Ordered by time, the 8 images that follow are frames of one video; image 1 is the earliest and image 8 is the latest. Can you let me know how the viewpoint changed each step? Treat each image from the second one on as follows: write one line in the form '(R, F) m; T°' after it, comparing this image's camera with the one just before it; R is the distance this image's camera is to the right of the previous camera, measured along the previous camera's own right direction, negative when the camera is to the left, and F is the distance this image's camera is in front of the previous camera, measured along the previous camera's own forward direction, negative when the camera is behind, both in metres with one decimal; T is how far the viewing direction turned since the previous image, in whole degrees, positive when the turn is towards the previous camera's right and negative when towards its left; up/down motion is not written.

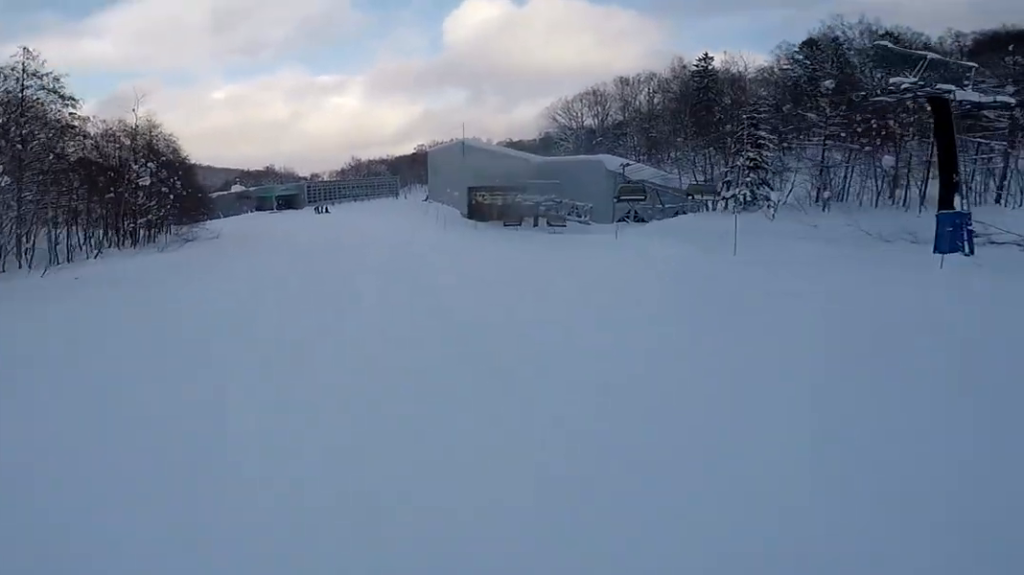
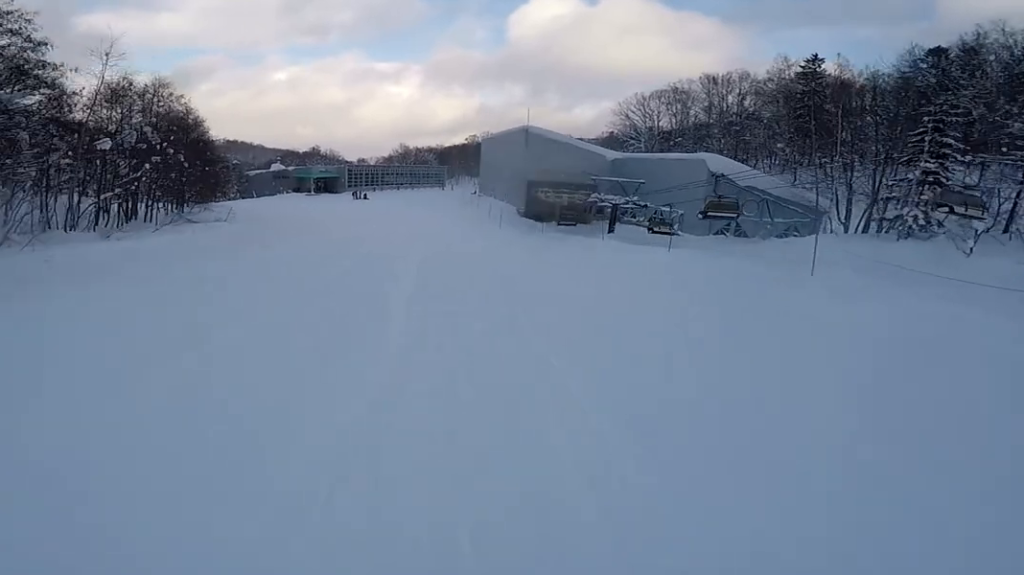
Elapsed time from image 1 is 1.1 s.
(+0.4, +9.3) m; 0°
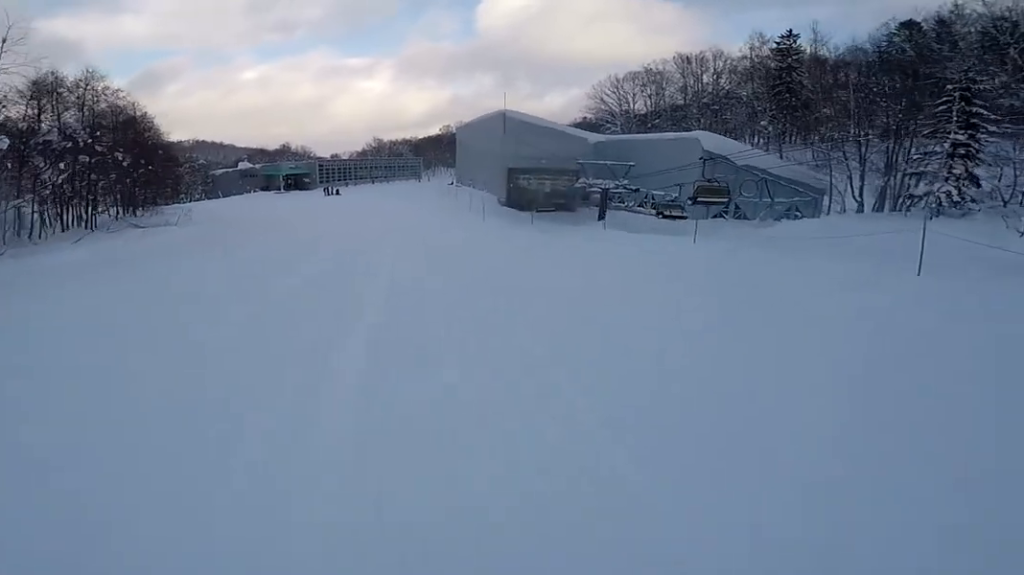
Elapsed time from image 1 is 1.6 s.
(-0.6, +4.2) m; 0°
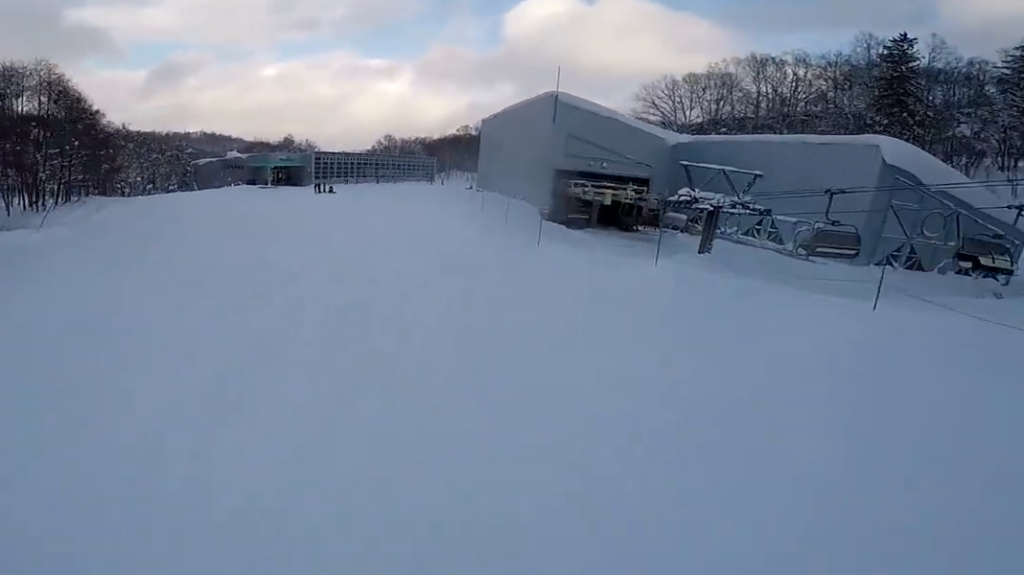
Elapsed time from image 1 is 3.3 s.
(+0.3, +14.6) m; -4°
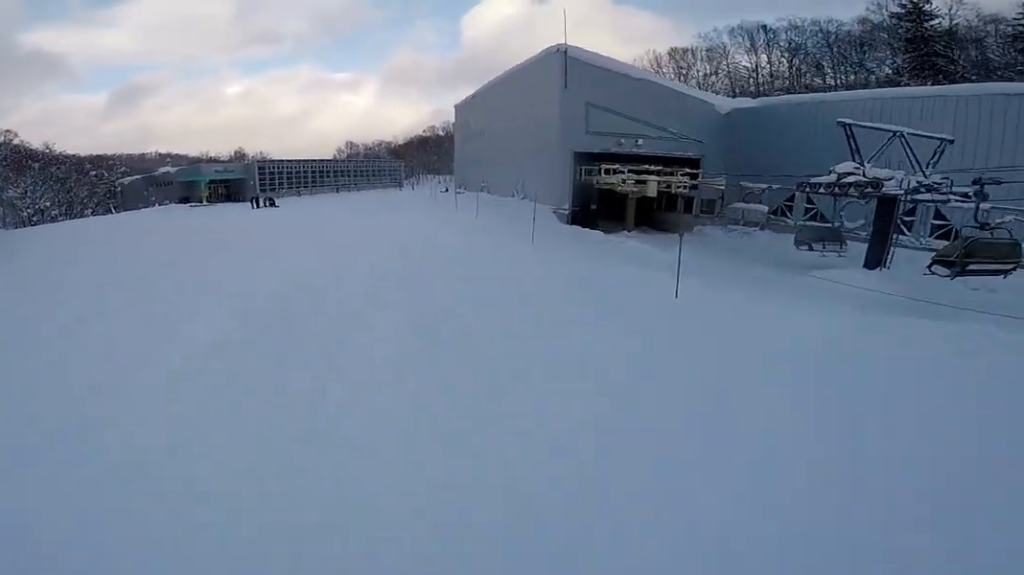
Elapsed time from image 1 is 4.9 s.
(-0.3, +13.6) m; +4°
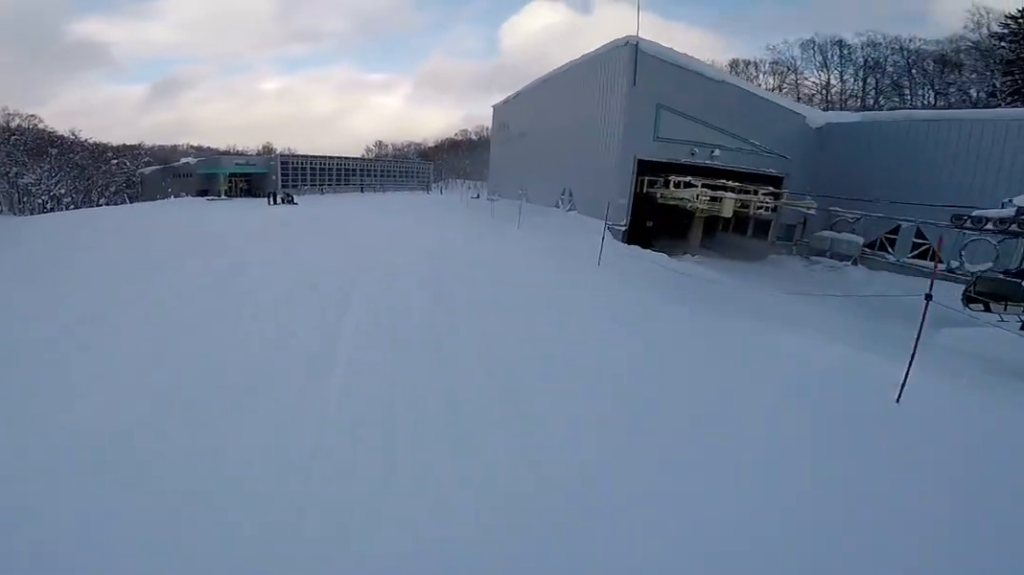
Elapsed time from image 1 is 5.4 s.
(+0.6, +3.8) m; -3°
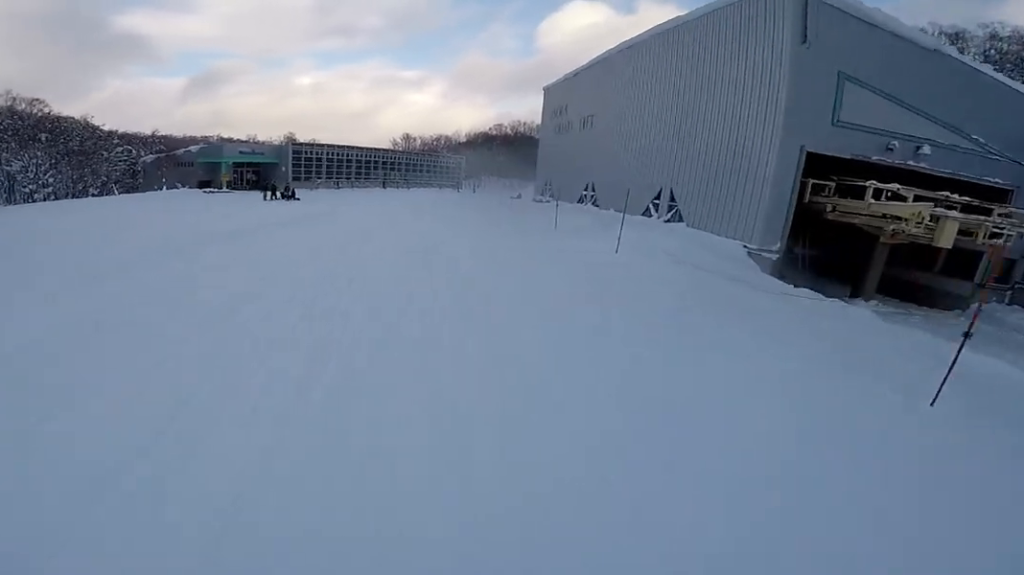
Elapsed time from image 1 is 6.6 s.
(-1.3, +8.8) m; -2°
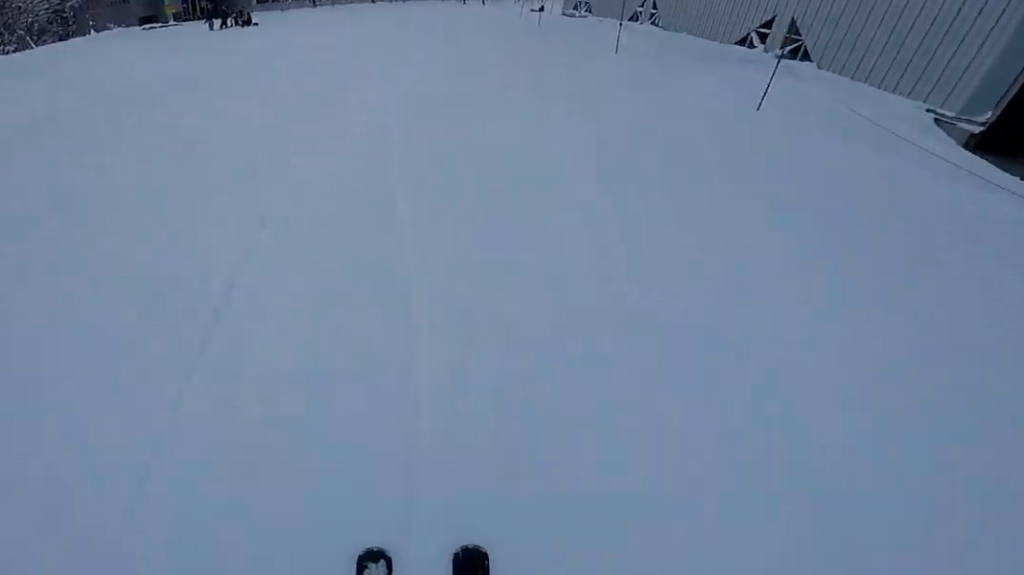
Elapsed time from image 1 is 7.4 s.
(+1.0, +5.3) m; +7°
